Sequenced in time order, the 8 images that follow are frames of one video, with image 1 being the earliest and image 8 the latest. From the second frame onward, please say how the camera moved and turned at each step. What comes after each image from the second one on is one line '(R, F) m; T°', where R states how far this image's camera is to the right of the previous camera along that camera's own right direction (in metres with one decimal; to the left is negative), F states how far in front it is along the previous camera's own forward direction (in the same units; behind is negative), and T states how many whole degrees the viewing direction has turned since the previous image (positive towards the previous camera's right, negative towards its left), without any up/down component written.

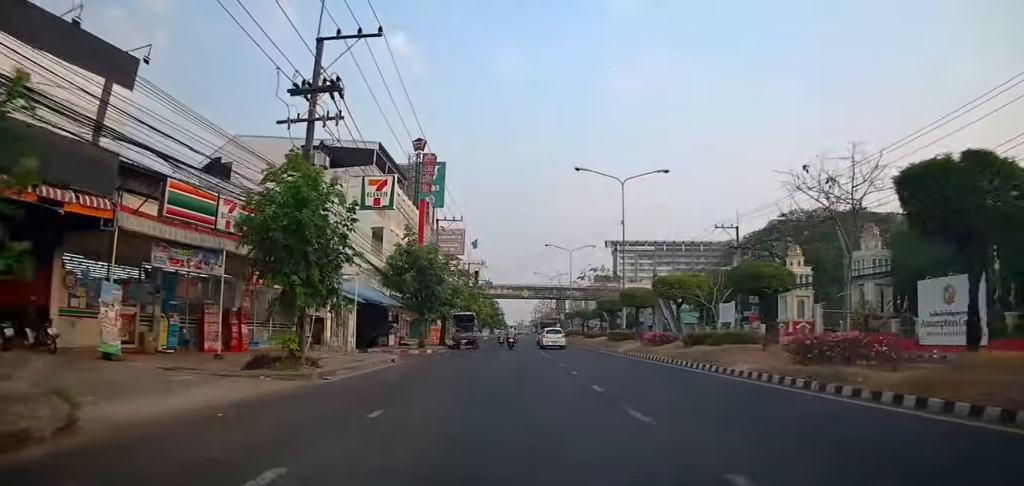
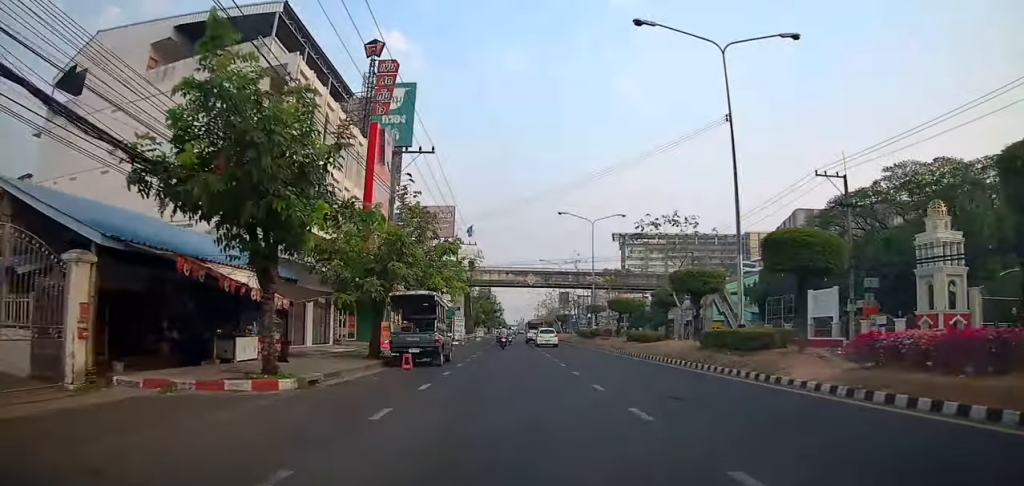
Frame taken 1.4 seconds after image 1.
(0.0, +20.3) m; 0°
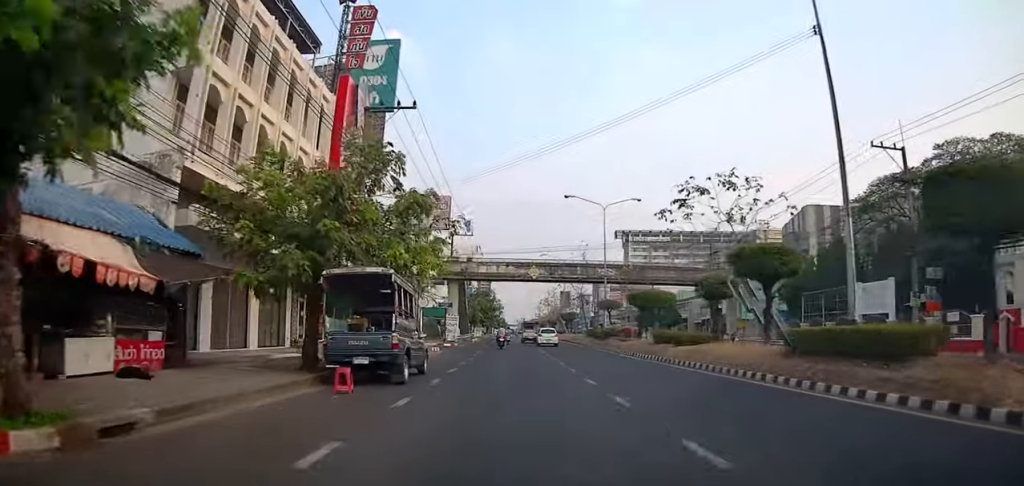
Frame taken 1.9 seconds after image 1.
(-0.1, +6.8) m; 0°
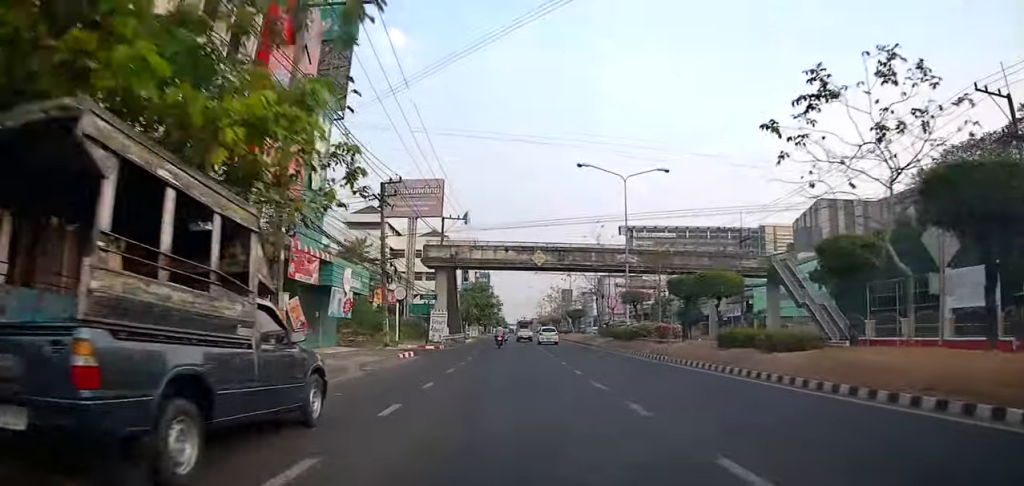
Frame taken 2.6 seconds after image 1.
(+0.5, +9.2) m; 0°
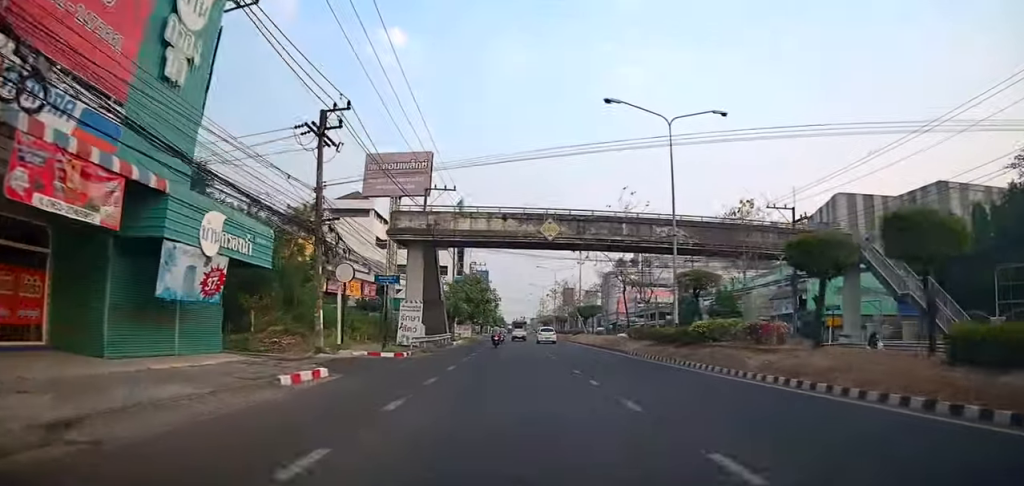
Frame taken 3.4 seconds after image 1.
(-0.4, +11.8) m; 0°
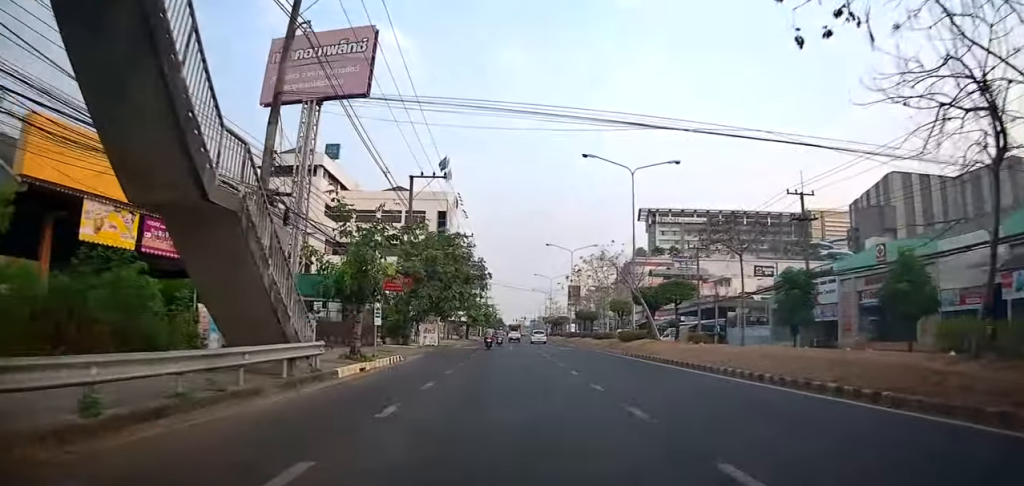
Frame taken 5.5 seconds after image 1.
(-0.1, +29.5) m; 0°
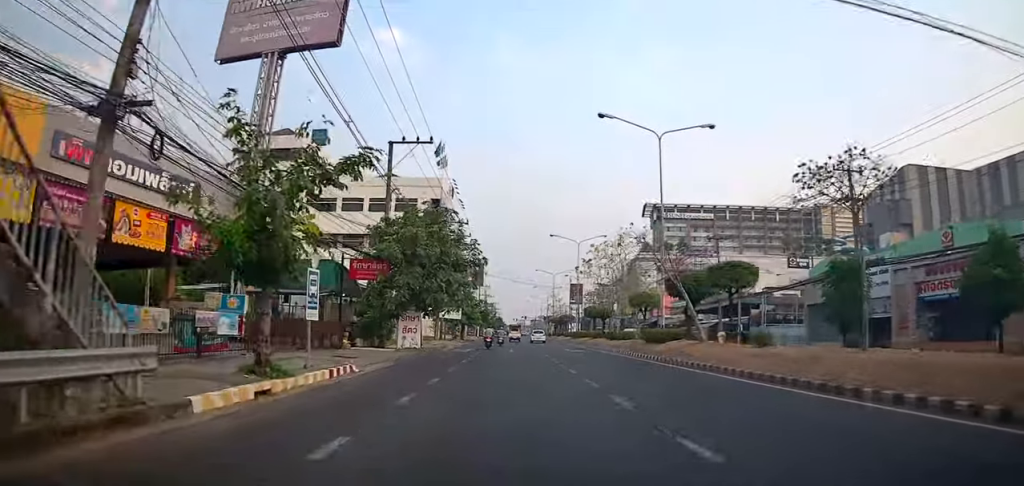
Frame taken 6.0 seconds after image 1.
(0.0, +7.0) m; 0°
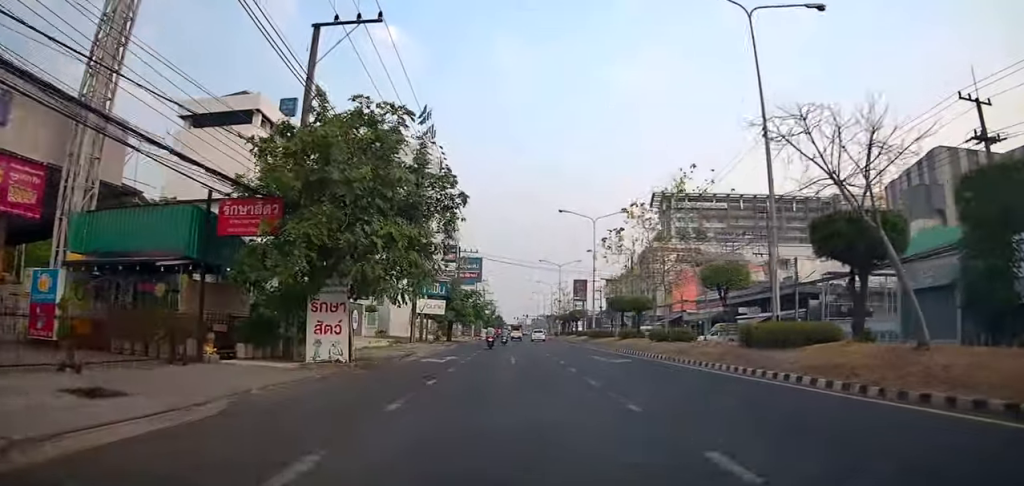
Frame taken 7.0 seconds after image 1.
(+0.3, +13.0) m; 0°
